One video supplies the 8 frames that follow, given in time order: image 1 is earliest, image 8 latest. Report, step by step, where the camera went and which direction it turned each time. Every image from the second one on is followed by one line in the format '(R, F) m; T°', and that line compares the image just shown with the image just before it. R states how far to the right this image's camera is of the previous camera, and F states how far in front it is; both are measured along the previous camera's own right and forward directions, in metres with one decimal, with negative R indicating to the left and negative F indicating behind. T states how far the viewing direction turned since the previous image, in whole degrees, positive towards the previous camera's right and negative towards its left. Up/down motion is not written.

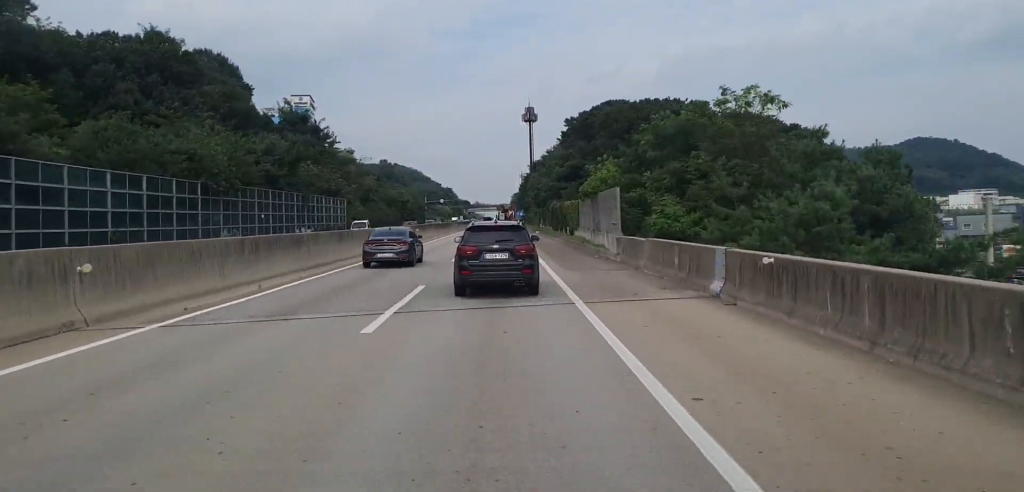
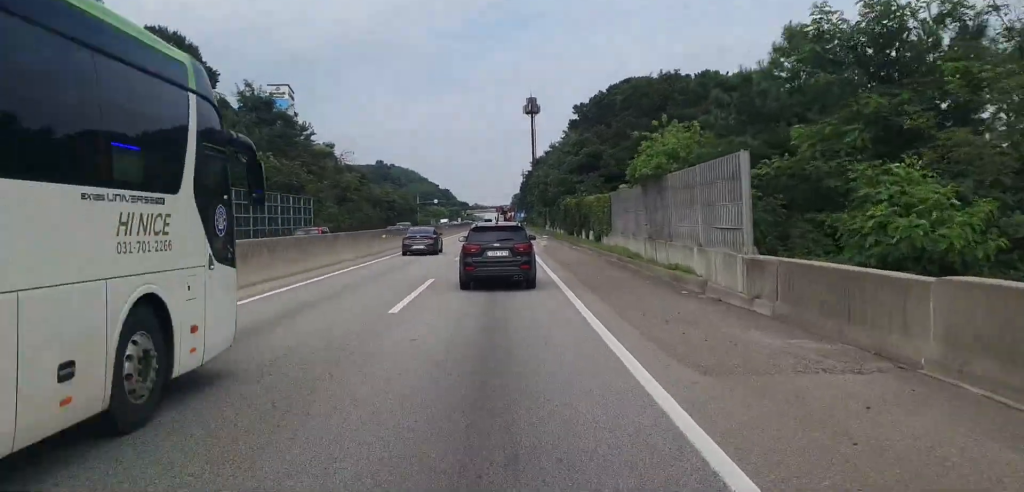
(0.0, +15.9) m; -1°
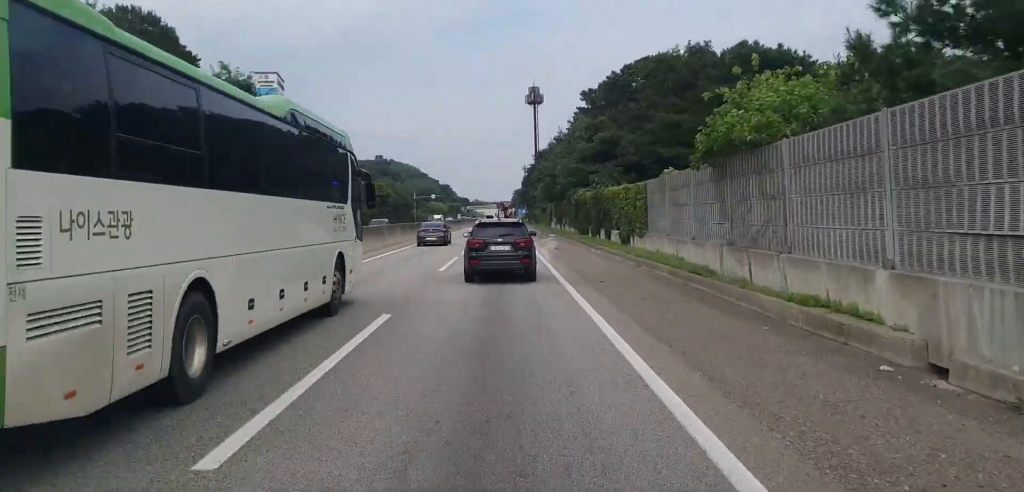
(-0.1, +9.8) m; -1°
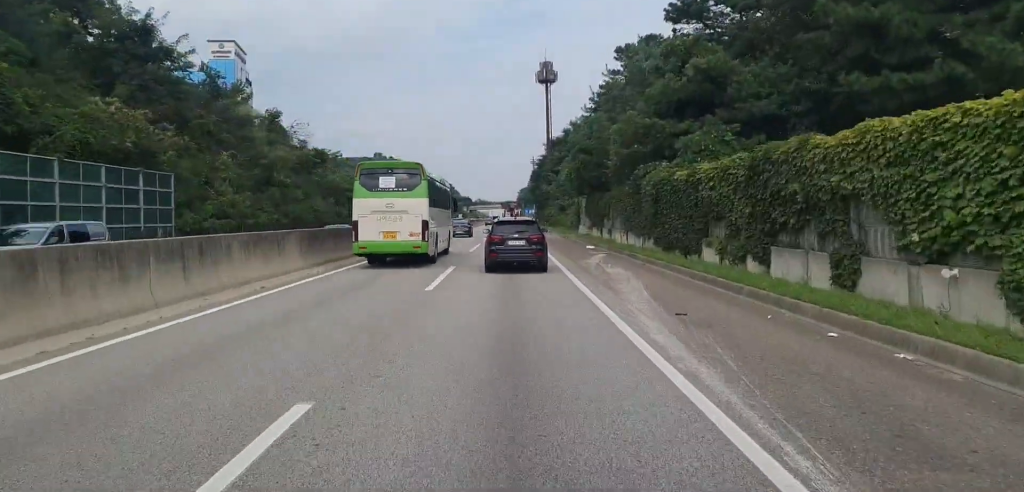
(-0.3, +26.9) m; -1°
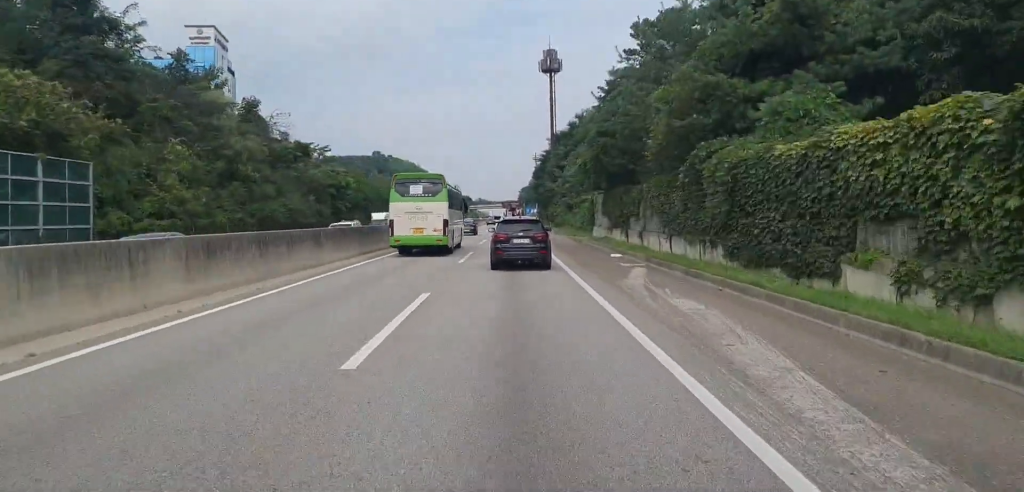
(0.0, +8.9) m; 0°
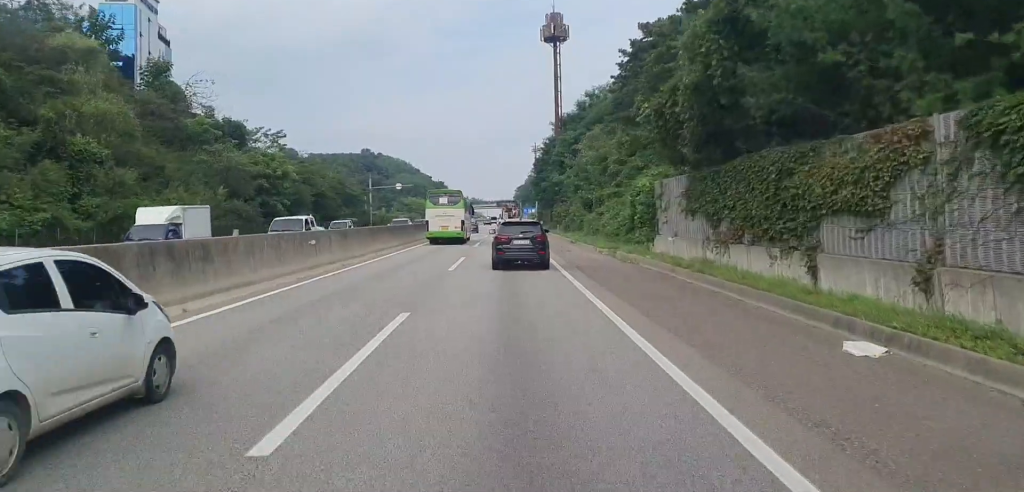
(+0.1, +23.3) m; +2°
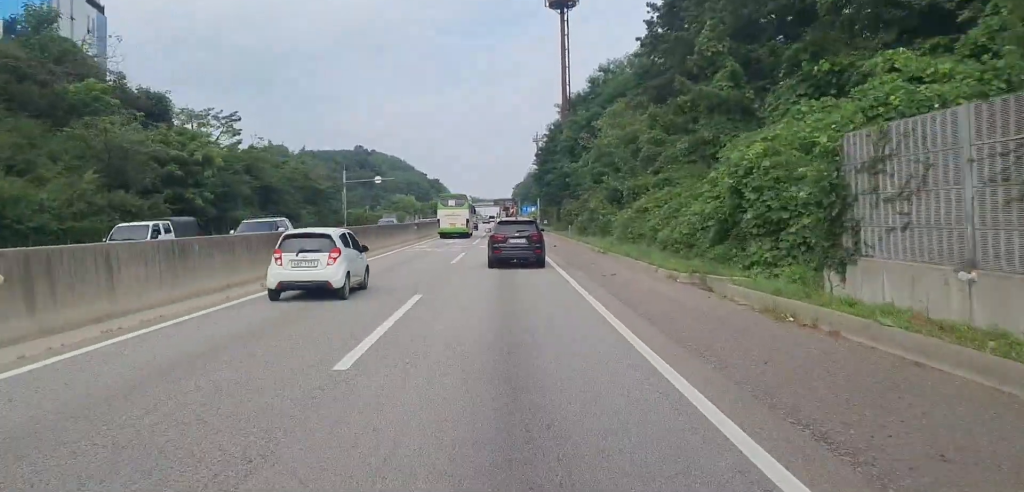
(+0.4, +16.8) m; +1°
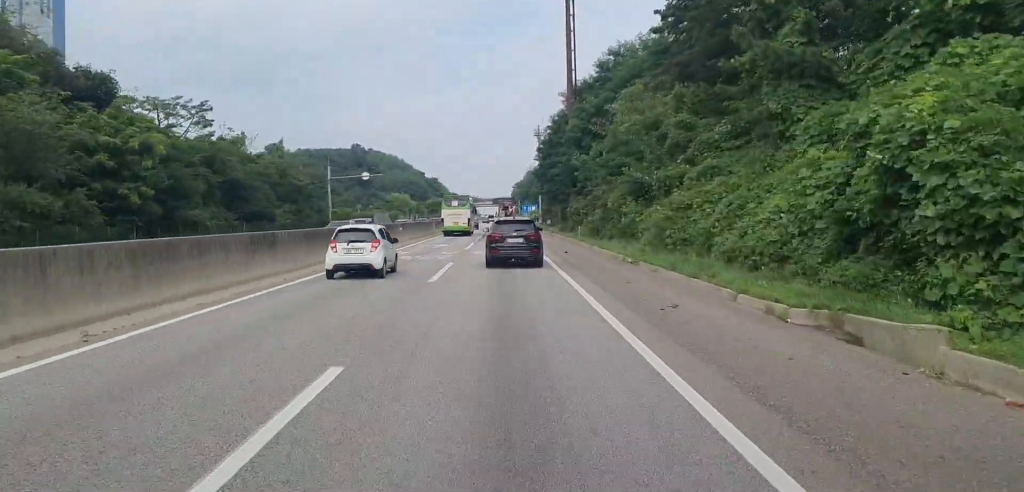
(-0.1, +8.4) m; 0°
